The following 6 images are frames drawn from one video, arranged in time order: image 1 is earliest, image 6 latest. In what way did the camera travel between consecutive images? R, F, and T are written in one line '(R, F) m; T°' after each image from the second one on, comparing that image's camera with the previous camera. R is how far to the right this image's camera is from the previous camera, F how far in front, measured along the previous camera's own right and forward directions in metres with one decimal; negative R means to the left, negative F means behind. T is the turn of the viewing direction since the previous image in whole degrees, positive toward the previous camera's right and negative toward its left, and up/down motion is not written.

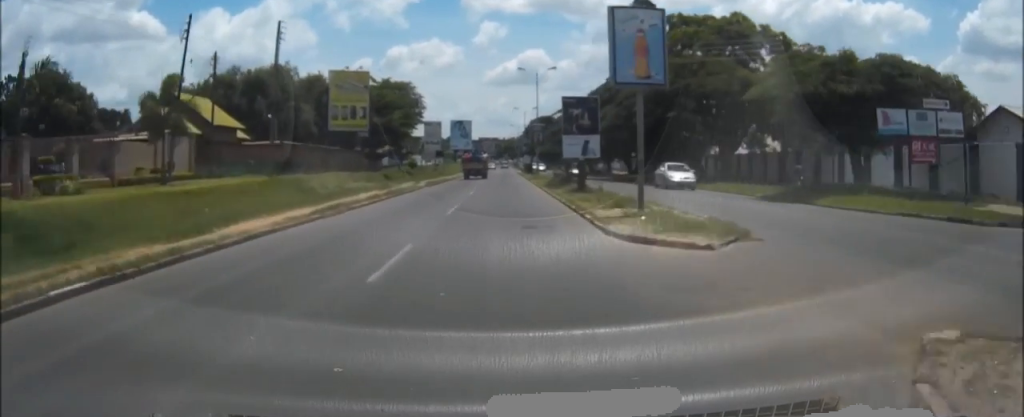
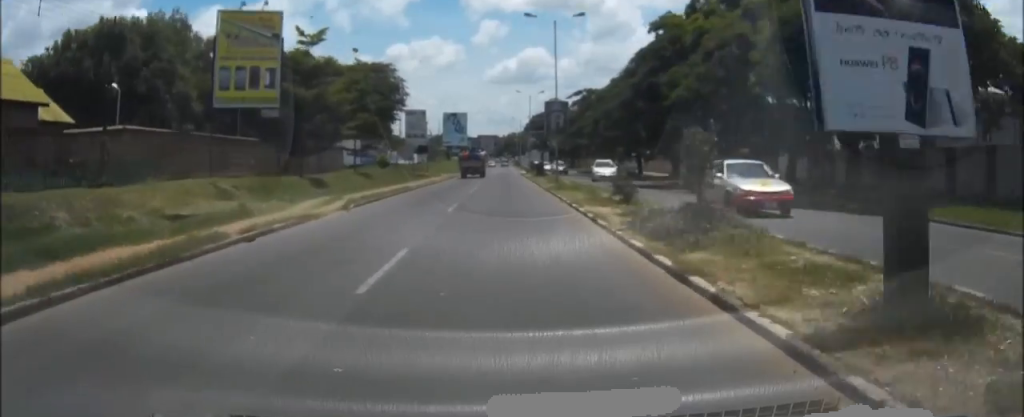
(-0.1, +25.4) m; -1°
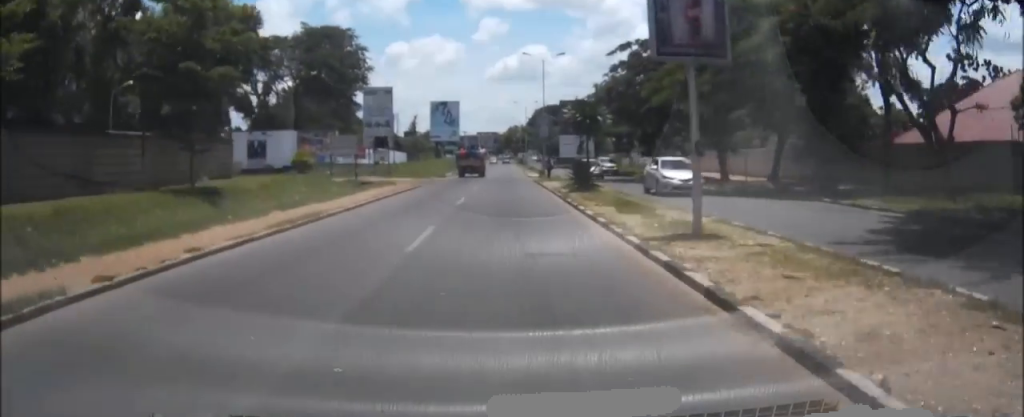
(0.0, +33.0) m; 0°
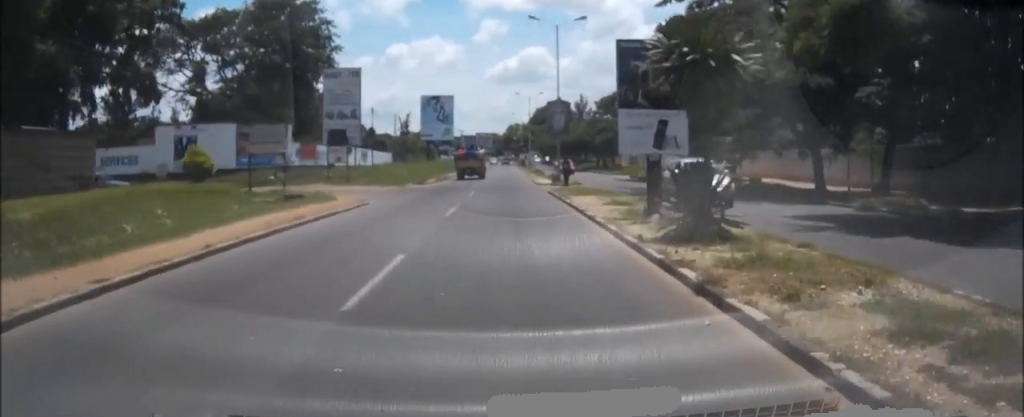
(0.0, +17.2) m; 0°
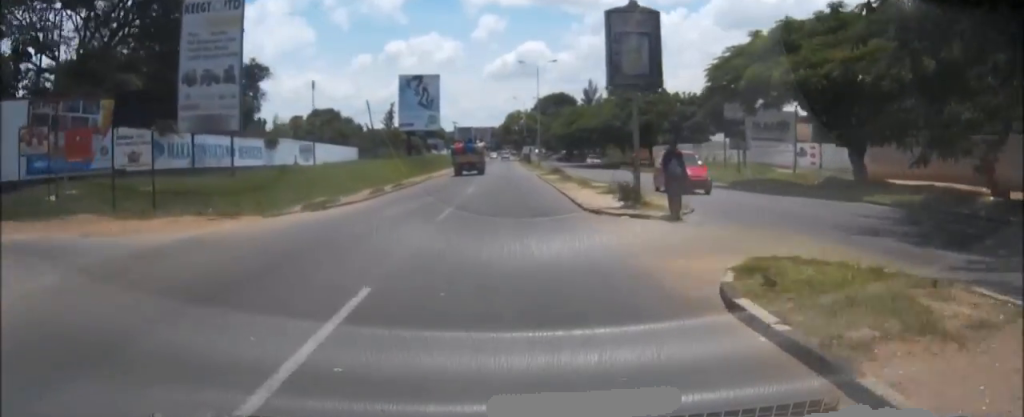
(0.0, +27.4) m; 0°
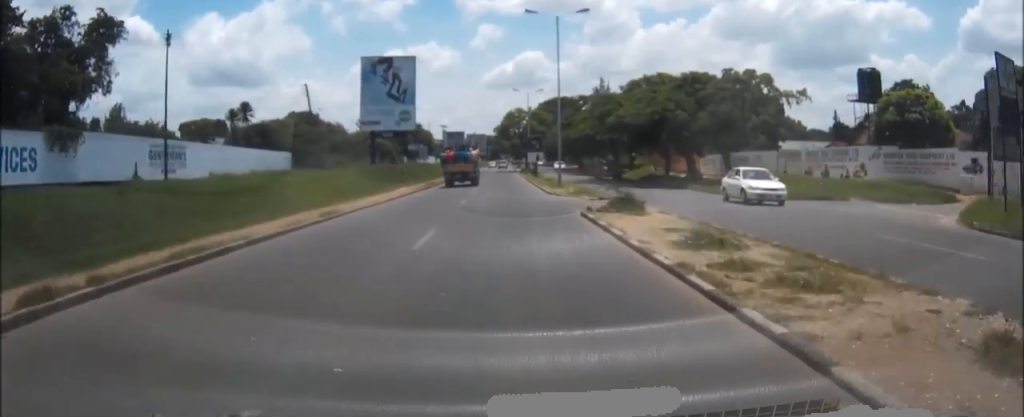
(+0.1, +28.1) m; 0°
